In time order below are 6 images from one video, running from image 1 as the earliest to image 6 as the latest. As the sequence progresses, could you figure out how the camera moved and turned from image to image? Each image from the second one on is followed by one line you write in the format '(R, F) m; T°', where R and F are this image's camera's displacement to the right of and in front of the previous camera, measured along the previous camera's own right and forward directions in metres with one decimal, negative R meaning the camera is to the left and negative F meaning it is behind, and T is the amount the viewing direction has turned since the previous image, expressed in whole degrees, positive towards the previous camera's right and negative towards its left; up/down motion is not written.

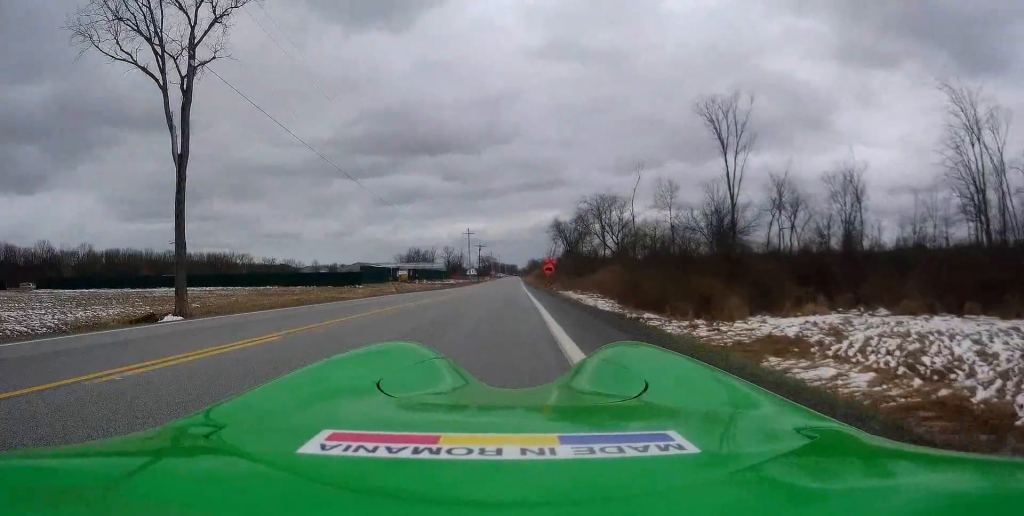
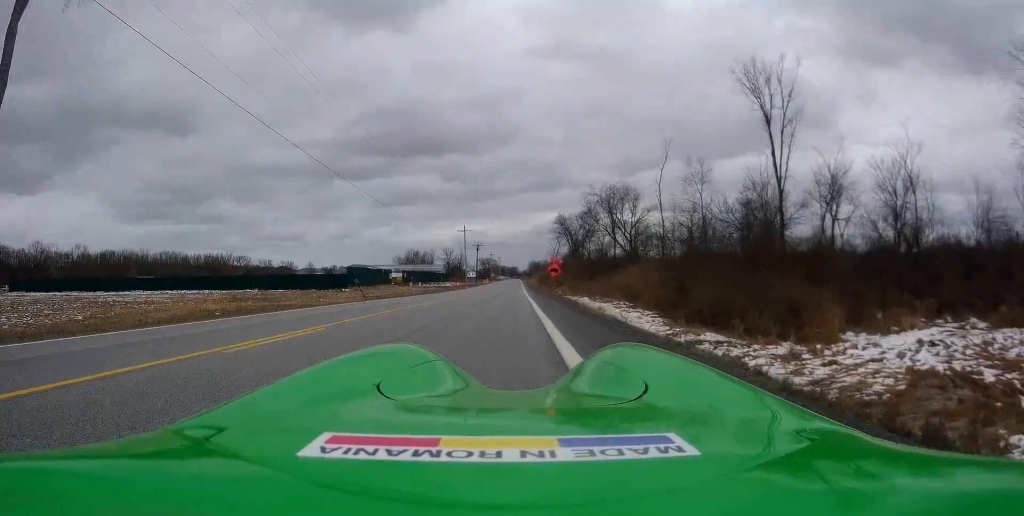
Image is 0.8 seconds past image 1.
(+0.2, +9.5) m; +2°
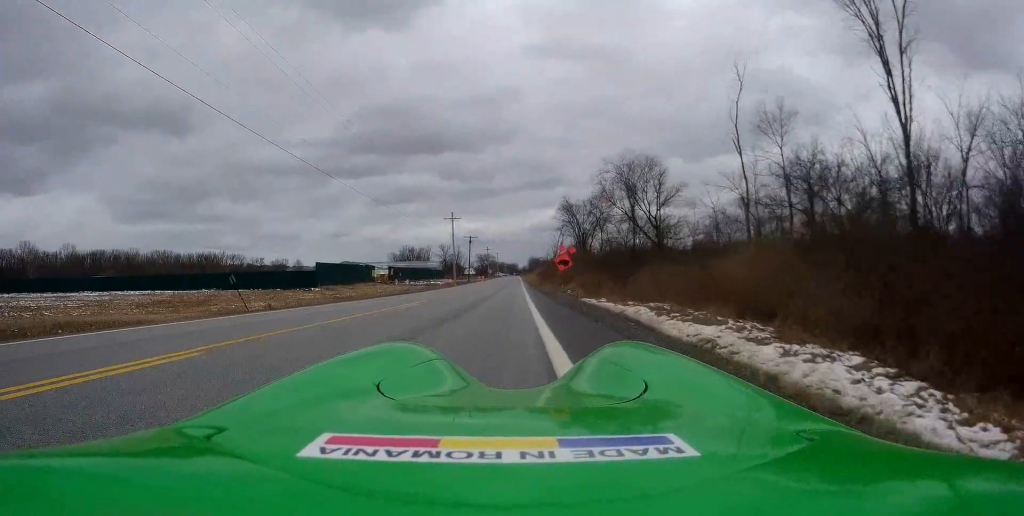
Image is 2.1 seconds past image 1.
(-0.2, +15.4) m; -2°
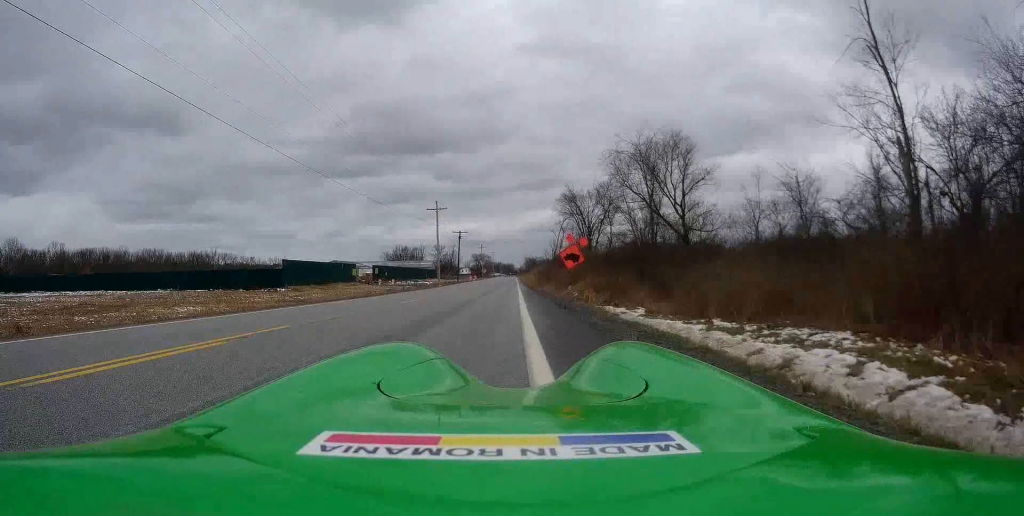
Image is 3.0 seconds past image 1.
(-0.2, +11.5) m; 0°
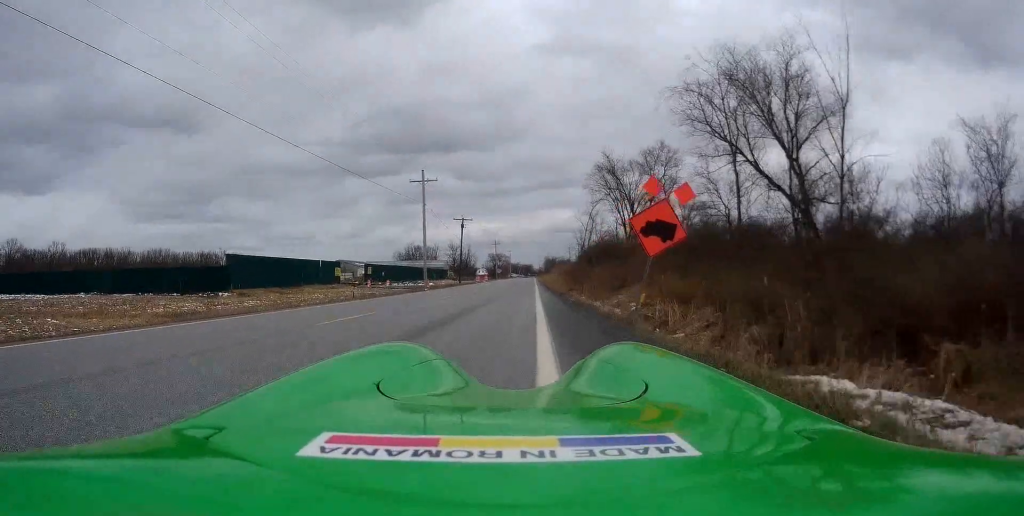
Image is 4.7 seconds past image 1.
(+0.3, +20.3) m; -1°
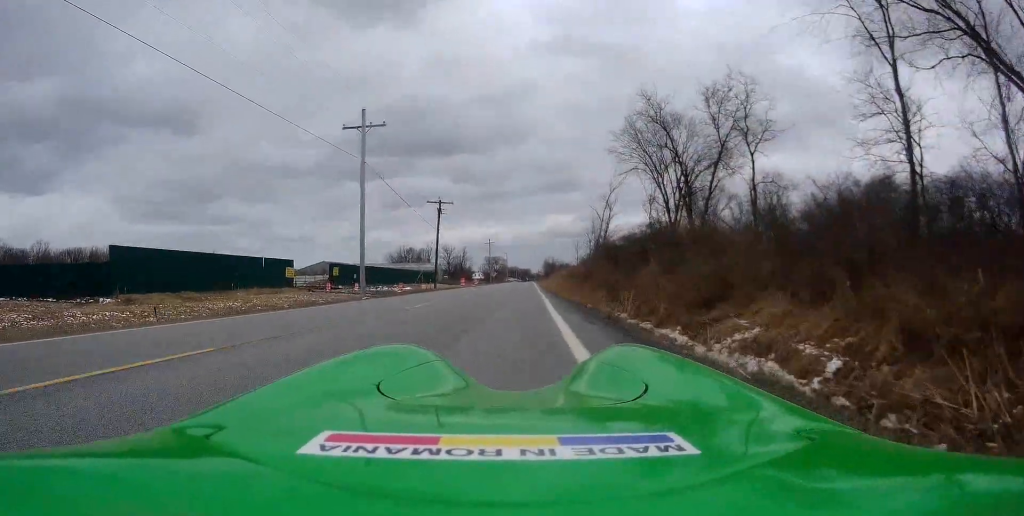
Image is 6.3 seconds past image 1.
(0.0, +19.3) m; 0°
